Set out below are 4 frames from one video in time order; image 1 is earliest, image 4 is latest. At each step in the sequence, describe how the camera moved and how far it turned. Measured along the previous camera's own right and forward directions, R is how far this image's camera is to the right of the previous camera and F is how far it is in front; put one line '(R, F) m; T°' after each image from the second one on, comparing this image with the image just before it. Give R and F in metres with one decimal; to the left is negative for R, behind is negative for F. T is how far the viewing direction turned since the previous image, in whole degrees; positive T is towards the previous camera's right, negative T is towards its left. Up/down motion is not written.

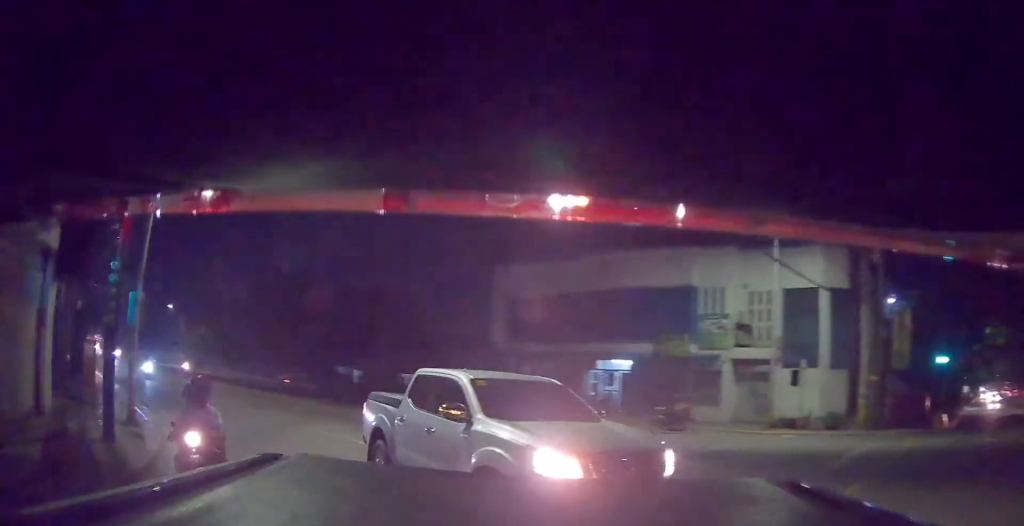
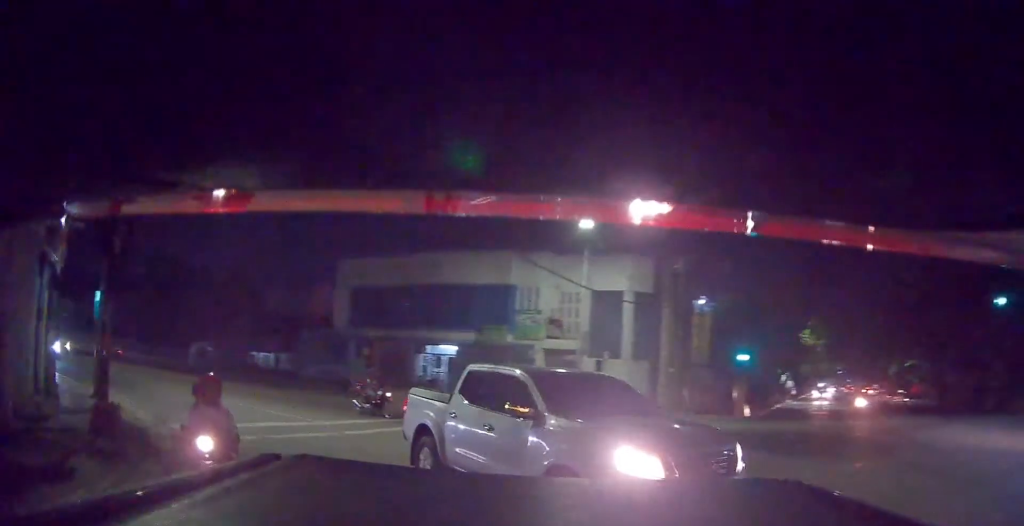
(+0.4, +4.1) m; +8°
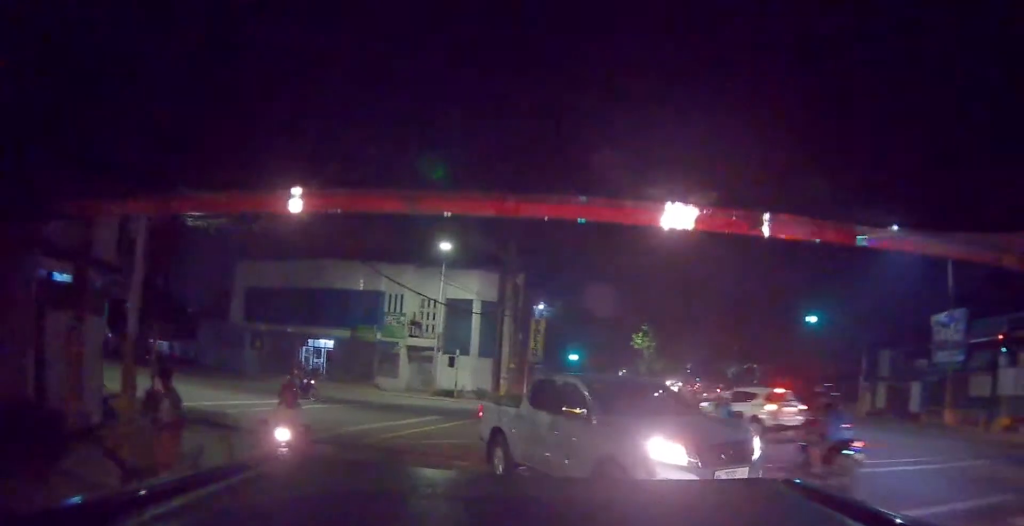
(+0.3, +6.1) m; +16°
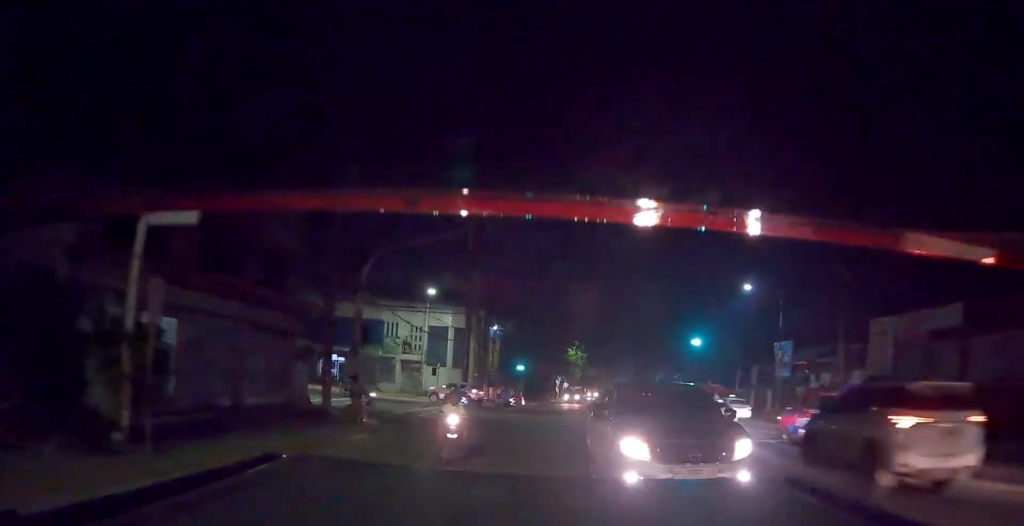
(+1.6, +14.2) m; +3°
